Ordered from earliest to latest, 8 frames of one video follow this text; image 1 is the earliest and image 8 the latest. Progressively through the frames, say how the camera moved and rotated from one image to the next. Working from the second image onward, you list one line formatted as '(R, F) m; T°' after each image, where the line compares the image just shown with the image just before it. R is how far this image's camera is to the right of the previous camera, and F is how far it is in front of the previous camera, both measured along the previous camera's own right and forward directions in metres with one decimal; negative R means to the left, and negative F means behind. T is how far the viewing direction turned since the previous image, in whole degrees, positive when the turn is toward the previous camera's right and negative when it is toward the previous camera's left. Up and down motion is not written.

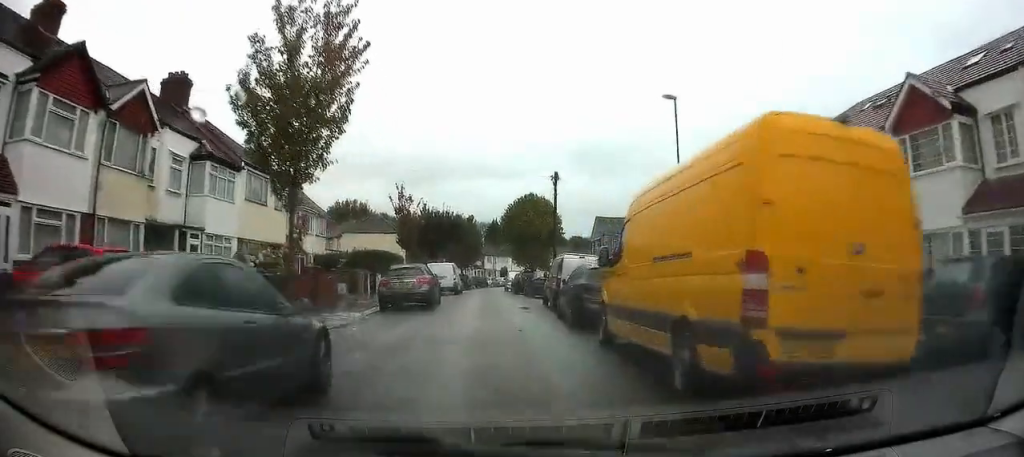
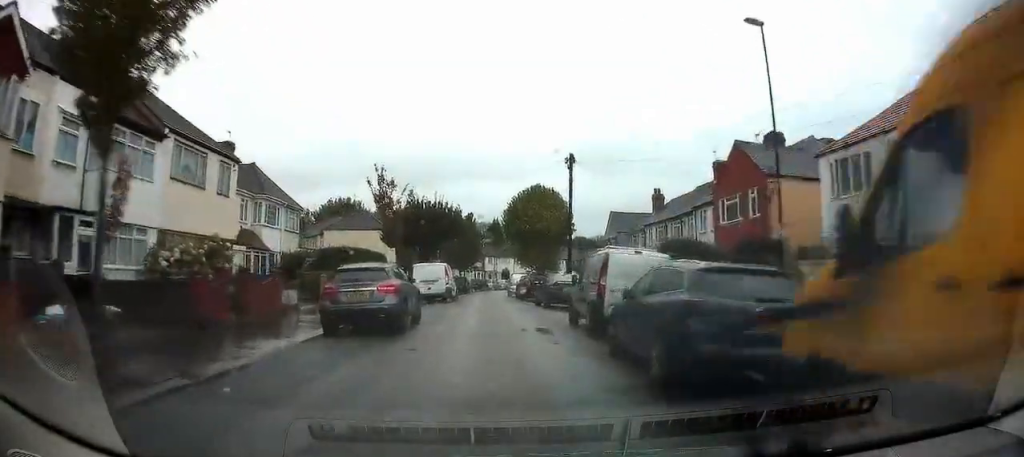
(-0.2, +6.9) m; -1°
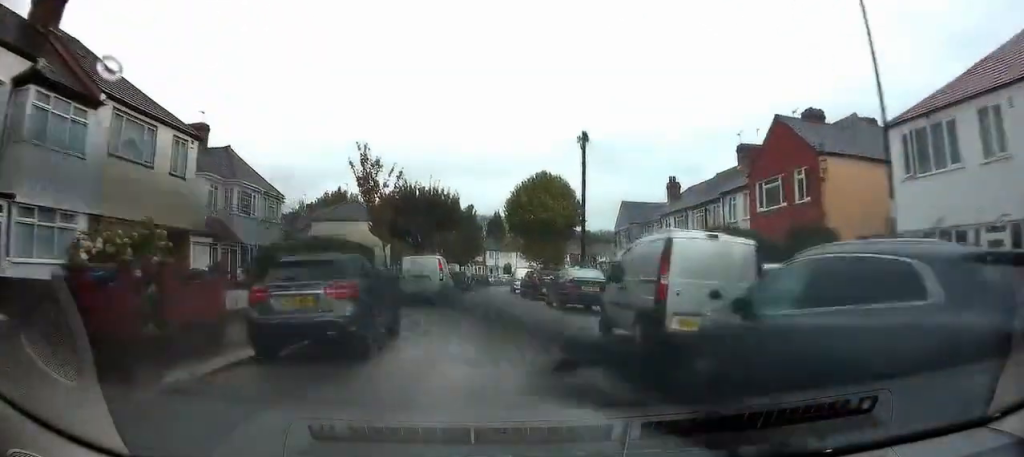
(0.0, +4.0) m; 0°
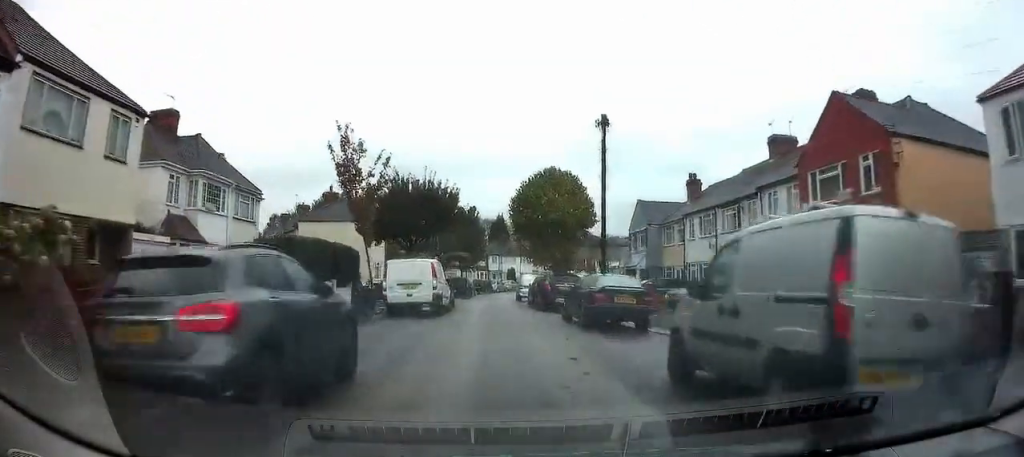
(0.0, +4.2) m; 0°
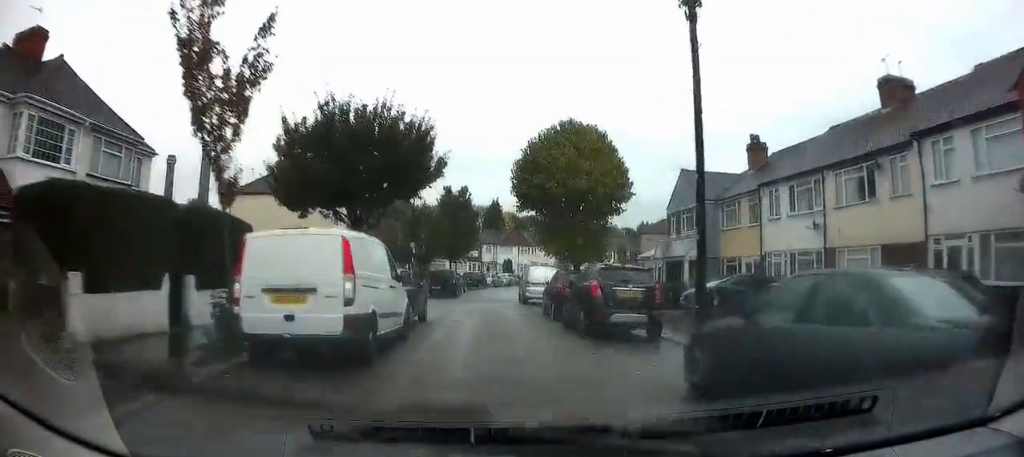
(0.0, +11.8) m; +1°
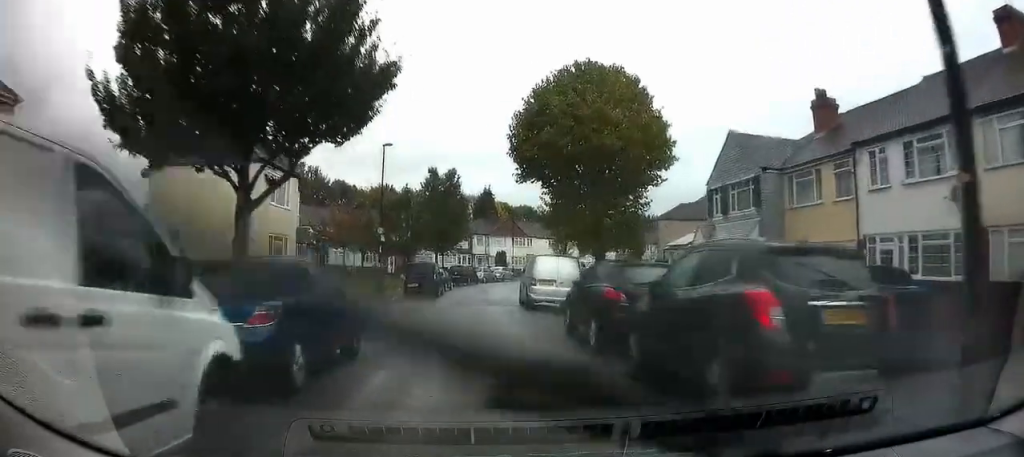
(+0.1, +8.1) m; +1°
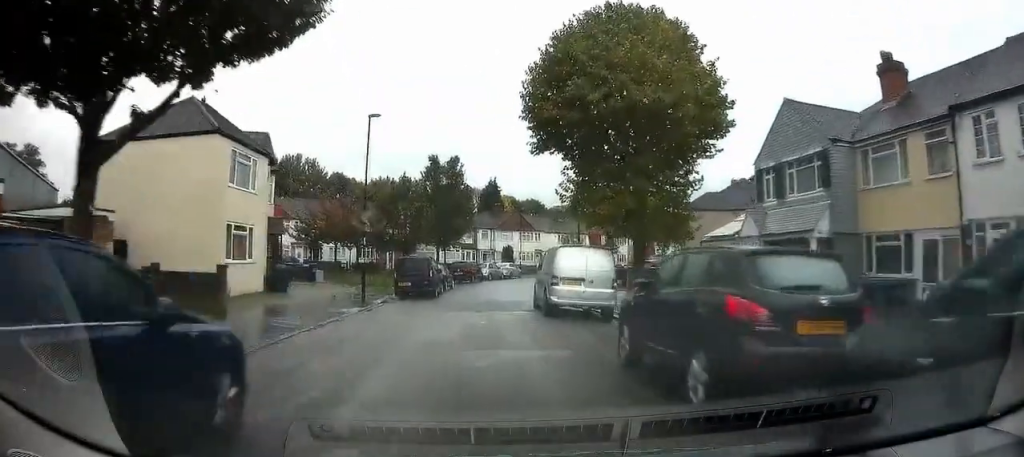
(+0.1, +4.7) m; -2°
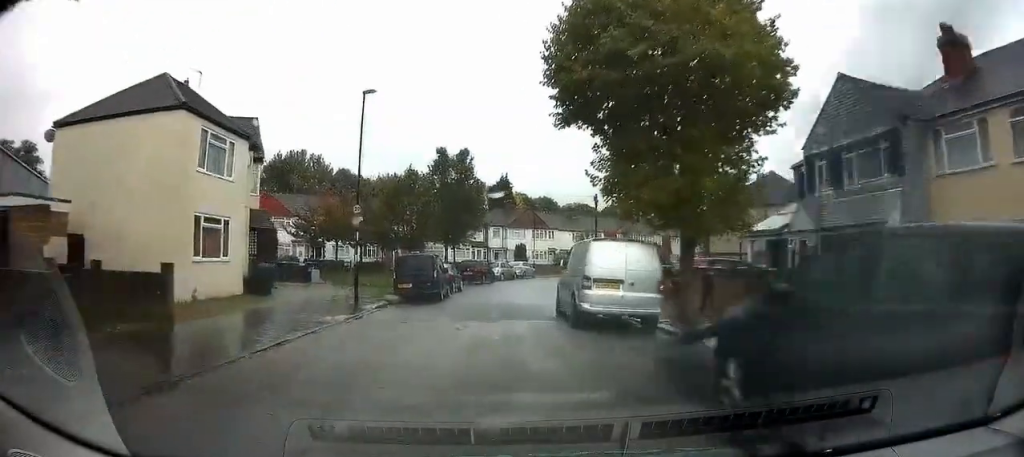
(-0.1, +3.1) m; -2°
